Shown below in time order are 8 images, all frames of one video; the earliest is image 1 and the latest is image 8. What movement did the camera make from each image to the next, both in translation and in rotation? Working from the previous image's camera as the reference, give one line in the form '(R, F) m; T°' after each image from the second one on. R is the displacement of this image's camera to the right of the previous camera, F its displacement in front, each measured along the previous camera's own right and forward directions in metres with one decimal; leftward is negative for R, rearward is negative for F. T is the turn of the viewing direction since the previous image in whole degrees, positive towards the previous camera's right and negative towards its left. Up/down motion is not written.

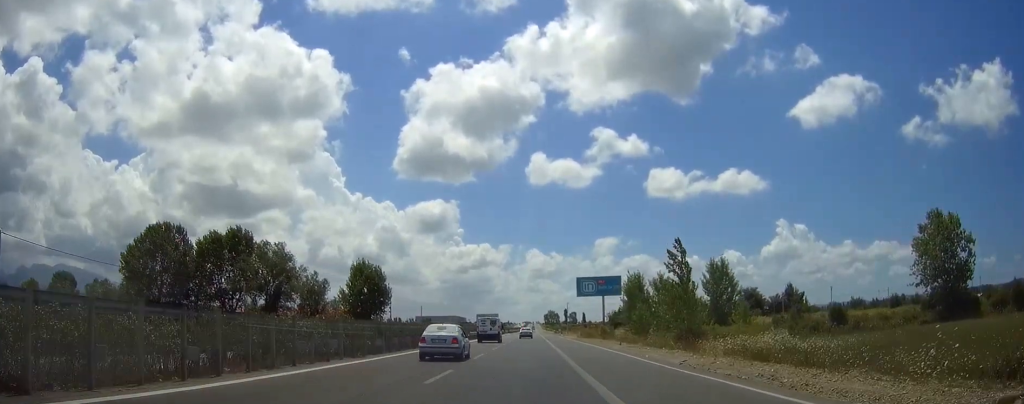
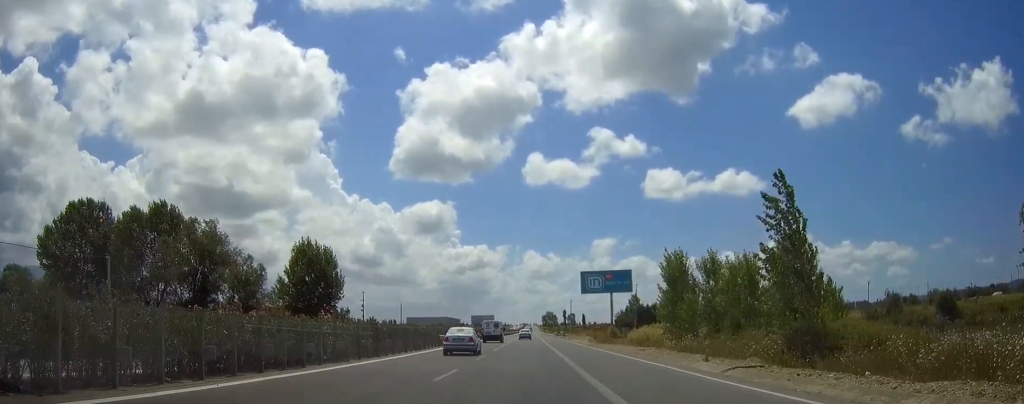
(0.0, +23.8) m; 0°
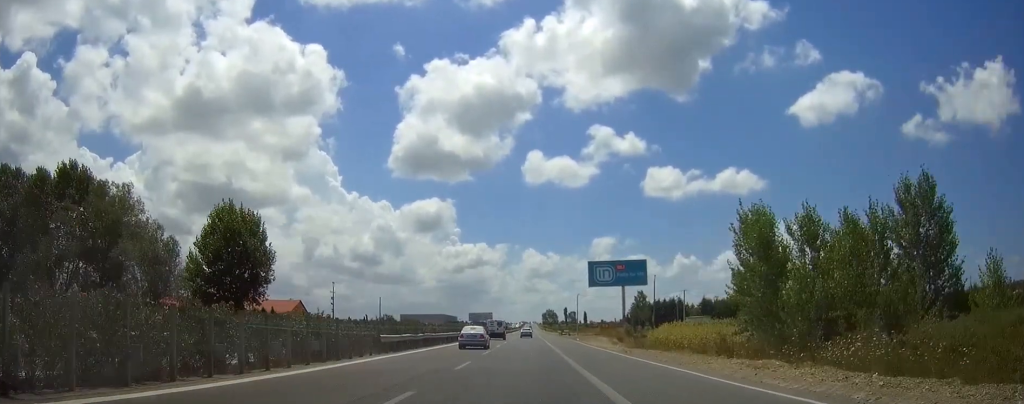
(0.0, +21.4) m; 0°
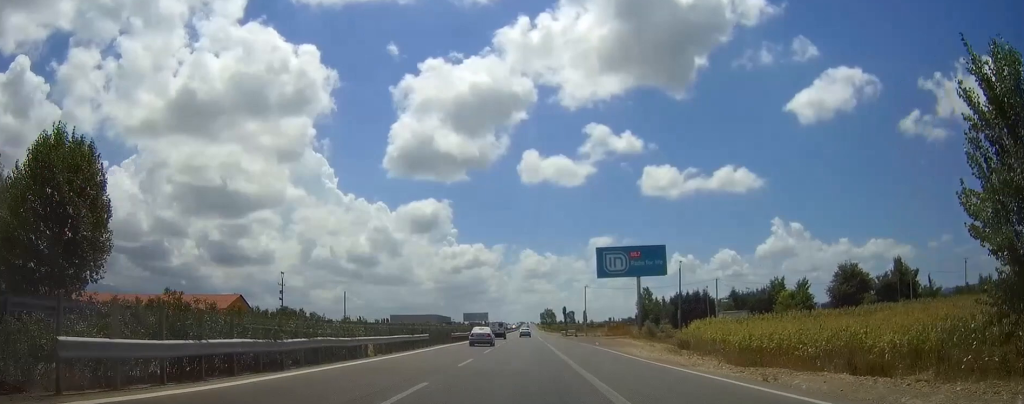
(0.0, +23.0) m; 0°
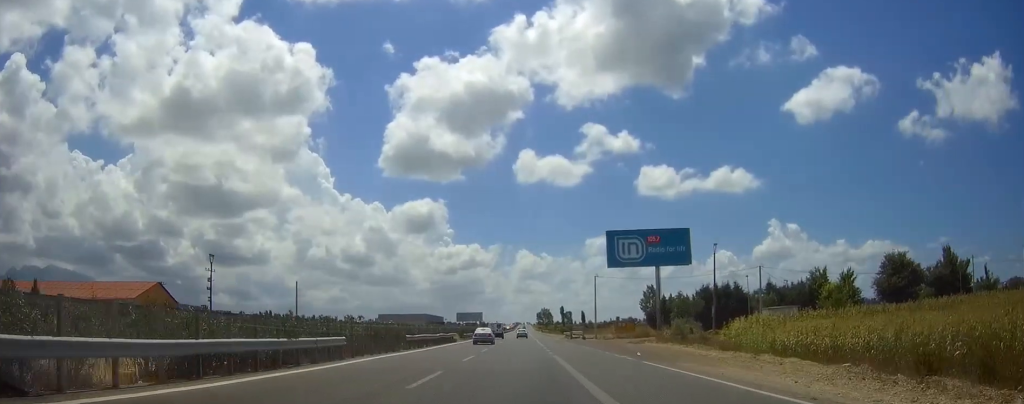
(+0.1, +20.1) m; 0°
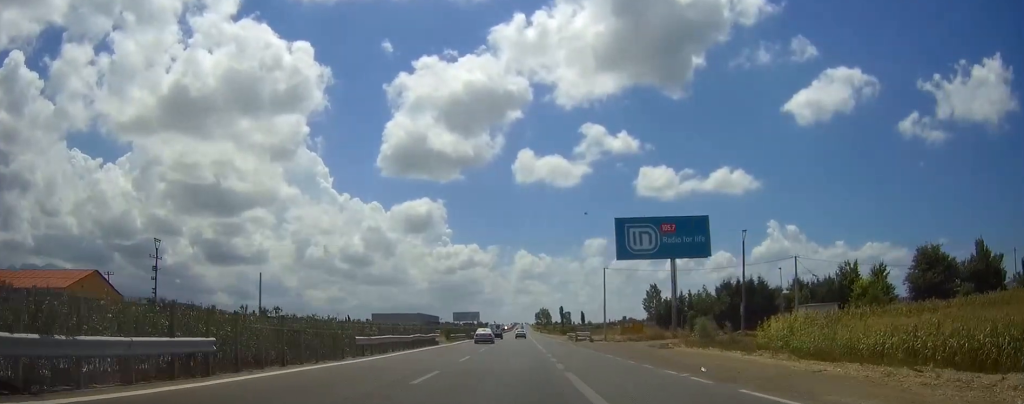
(0.0, +11.3) m; 0°
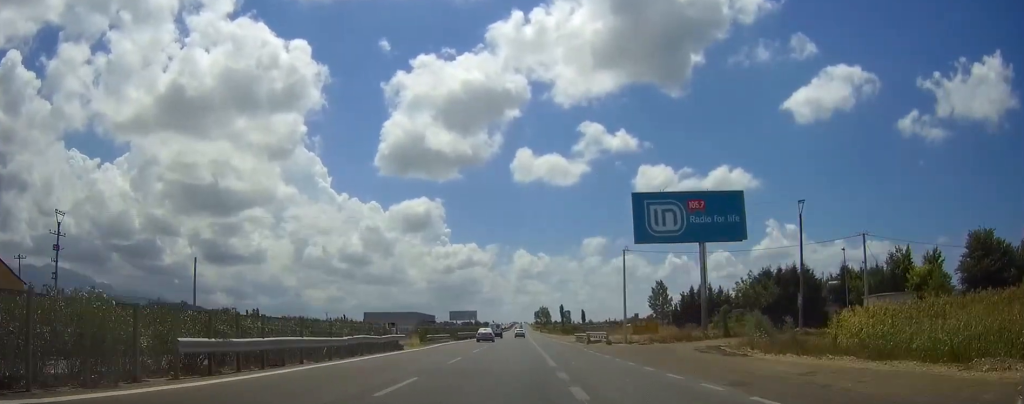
(0.0, +15.6) m; 0°
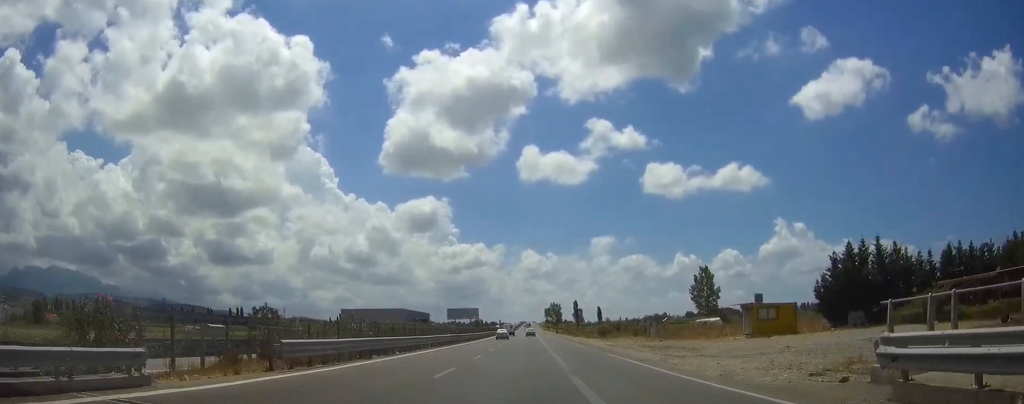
(-0.2, +59.7) m; 0°
